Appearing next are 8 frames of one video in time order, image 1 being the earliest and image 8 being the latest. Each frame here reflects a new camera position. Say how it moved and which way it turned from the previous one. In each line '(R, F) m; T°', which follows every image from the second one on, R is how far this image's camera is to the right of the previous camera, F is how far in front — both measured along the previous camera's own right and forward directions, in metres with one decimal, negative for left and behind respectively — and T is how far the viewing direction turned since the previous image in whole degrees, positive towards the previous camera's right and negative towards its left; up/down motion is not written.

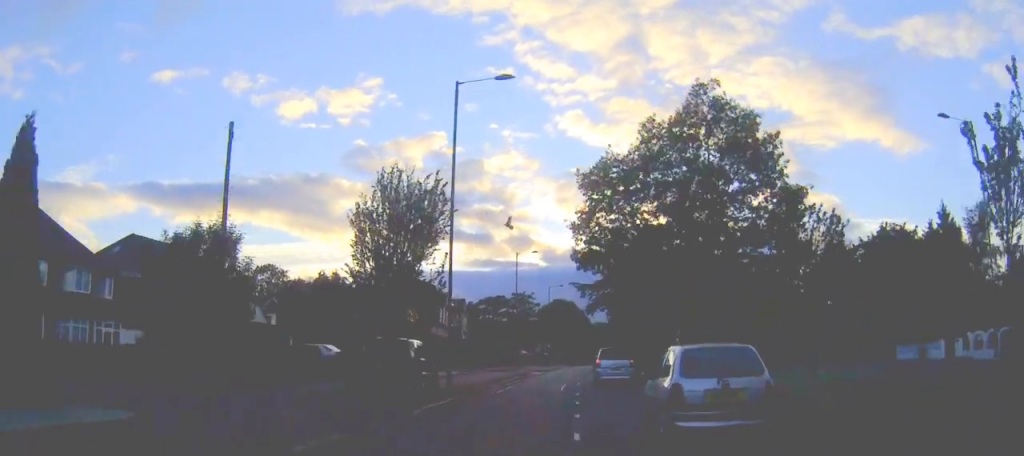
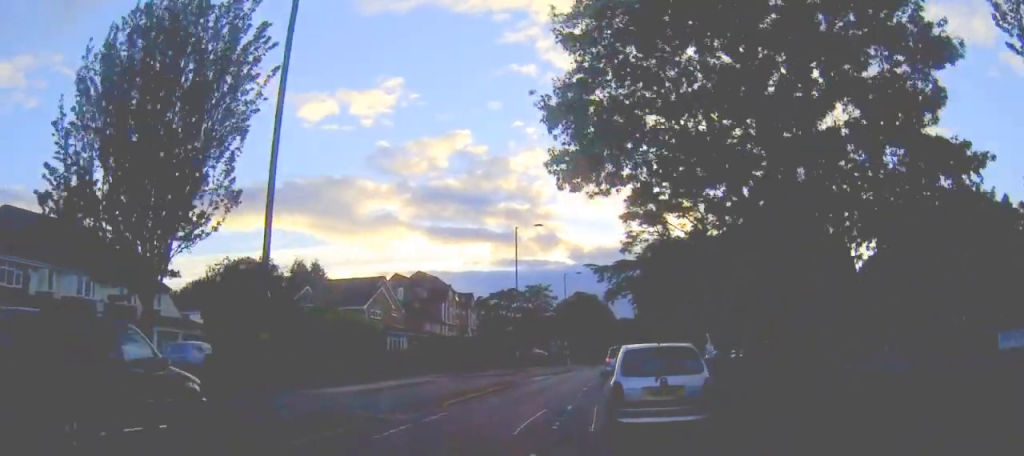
(0.0, +15.6) m; 0°
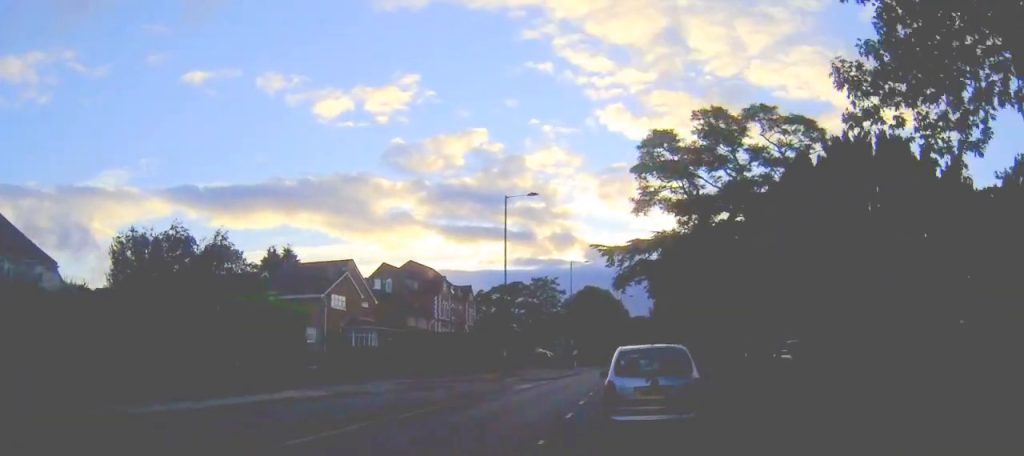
(0.0, +11.8) m; 0°
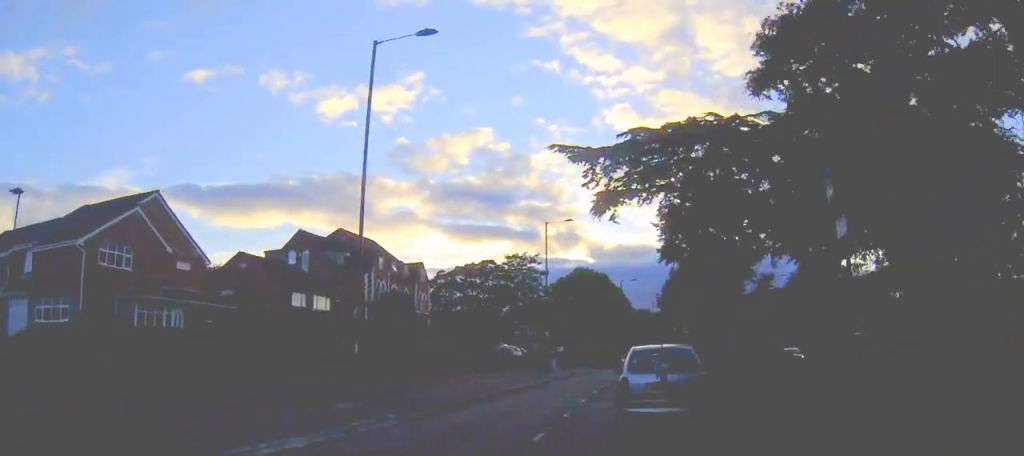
(0.0, +26.7) m; 0°
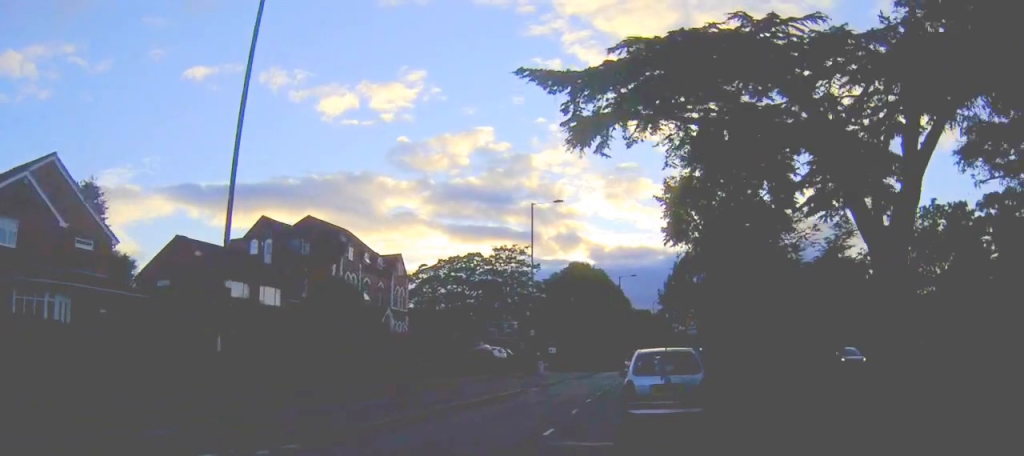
(0.0, +8.1) m; 0°
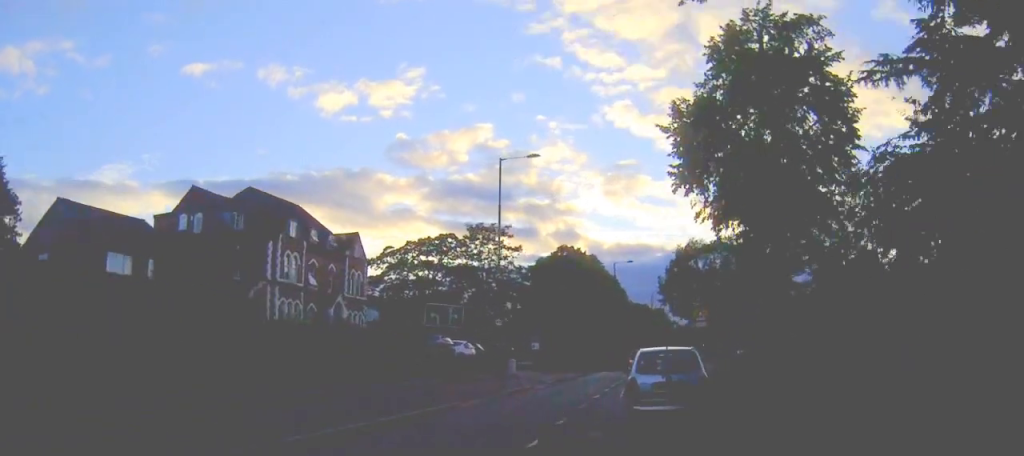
(0.0, +11.6) m; +1°
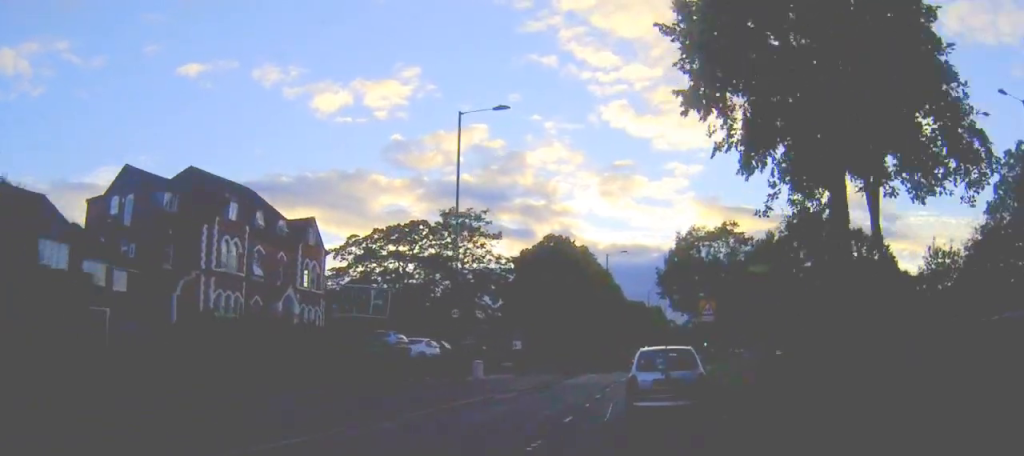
(-0.1, +8.5) m; +1°
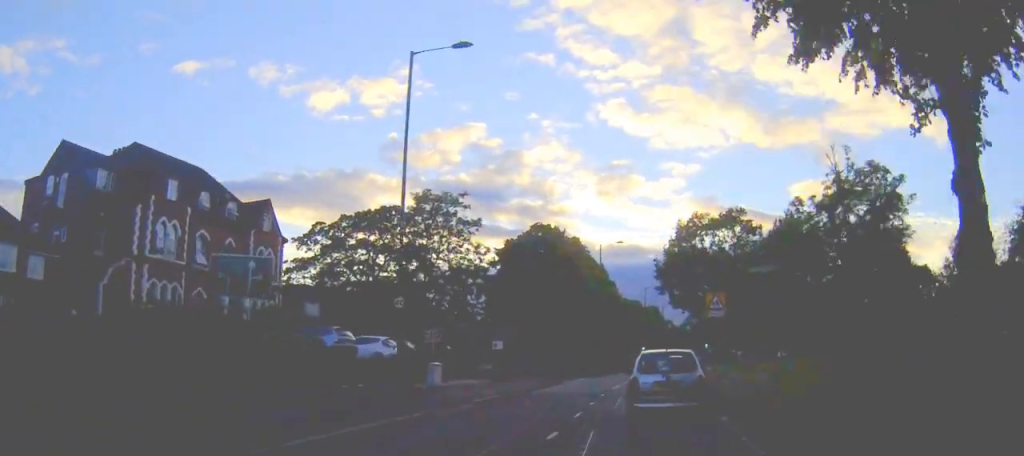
(+0.2, +7.1) m; +1°
